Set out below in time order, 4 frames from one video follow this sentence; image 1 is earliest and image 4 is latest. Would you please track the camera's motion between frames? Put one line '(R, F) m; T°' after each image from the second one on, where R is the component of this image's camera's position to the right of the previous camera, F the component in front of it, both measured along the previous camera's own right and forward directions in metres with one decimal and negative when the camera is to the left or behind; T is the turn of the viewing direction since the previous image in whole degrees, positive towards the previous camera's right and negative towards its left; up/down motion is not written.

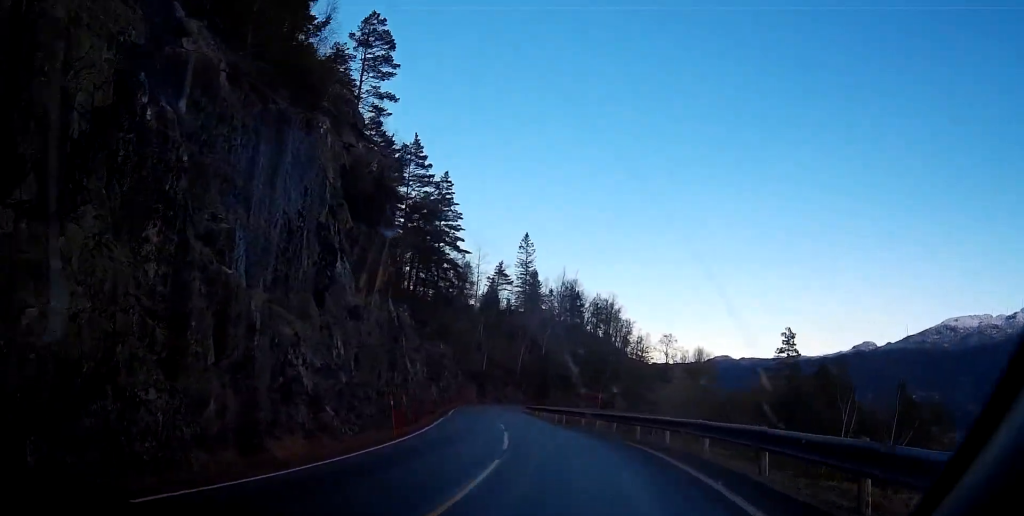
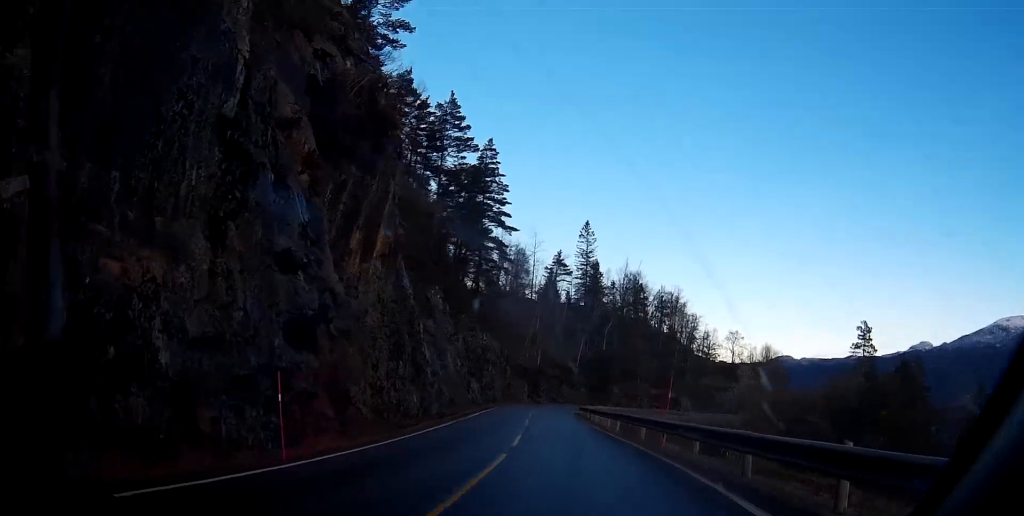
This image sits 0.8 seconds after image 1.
(0.0, +11.6) m; 0°
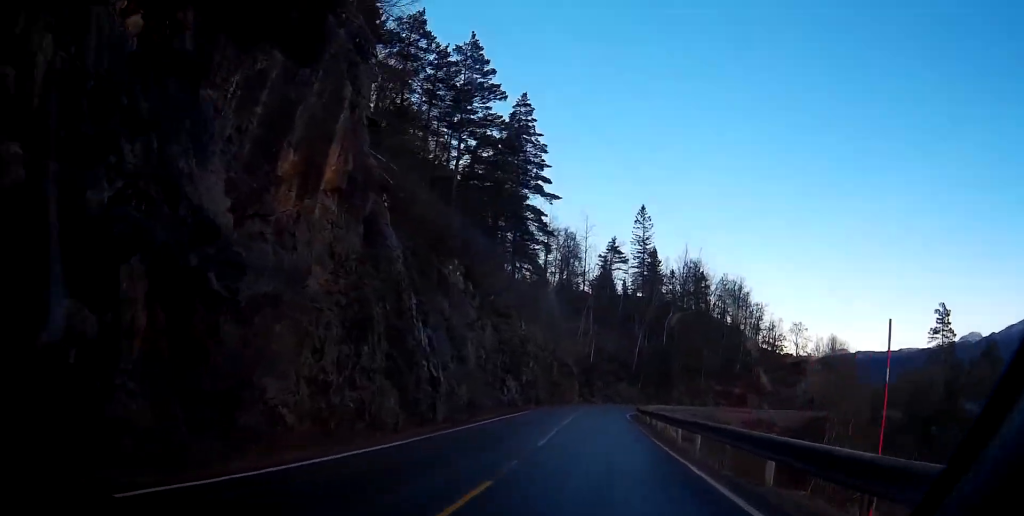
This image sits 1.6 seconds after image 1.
(0.0, +13.1) m; -1°
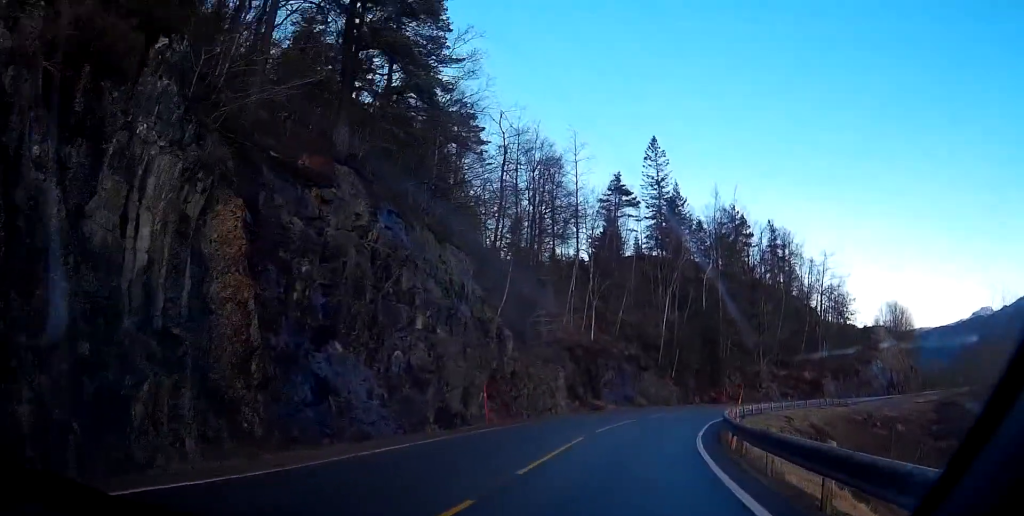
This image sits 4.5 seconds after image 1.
(-3.6, +41.8) m; -7°
